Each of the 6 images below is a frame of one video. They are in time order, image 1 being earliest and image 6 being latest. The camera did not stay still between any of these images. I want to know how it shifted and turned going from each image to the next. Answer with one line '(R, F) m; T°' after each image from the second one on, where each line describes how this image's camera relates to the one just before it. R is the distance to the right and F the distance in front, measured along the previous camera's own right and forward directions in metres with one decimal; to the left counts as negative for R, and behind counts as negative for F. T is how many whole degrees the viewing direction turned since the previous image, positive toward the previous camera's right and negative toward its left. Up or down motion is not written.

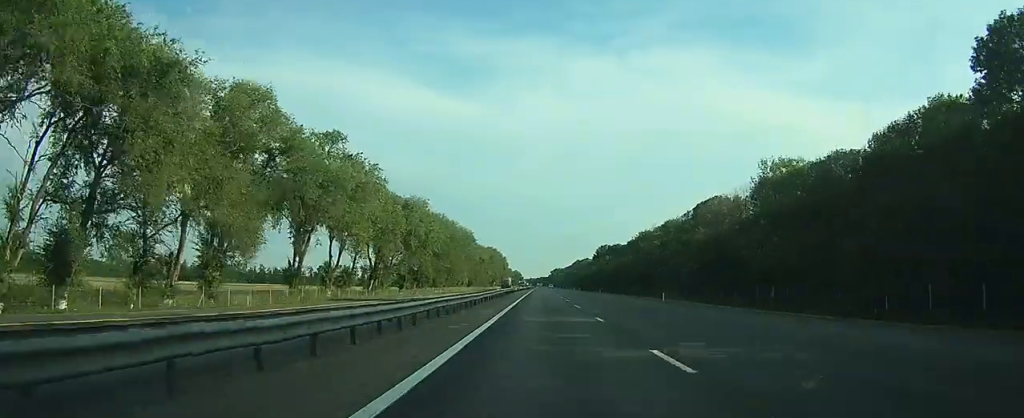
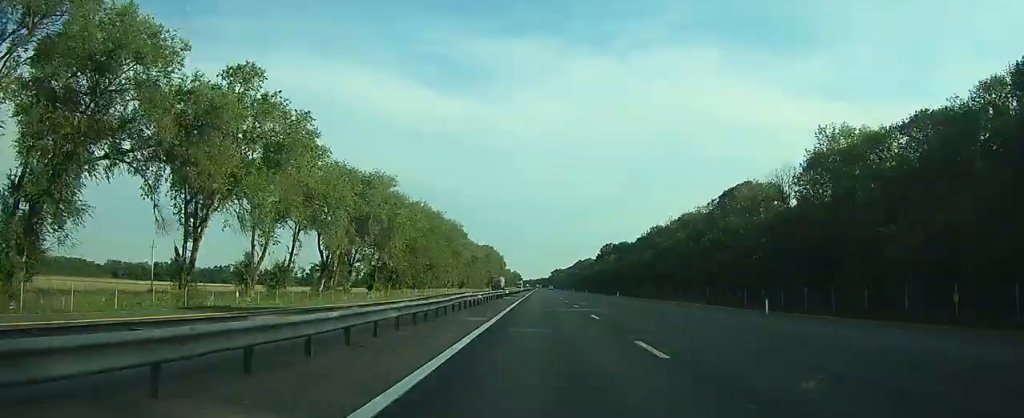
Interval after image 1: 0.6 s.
(-0.1, +26.8) m; 0°
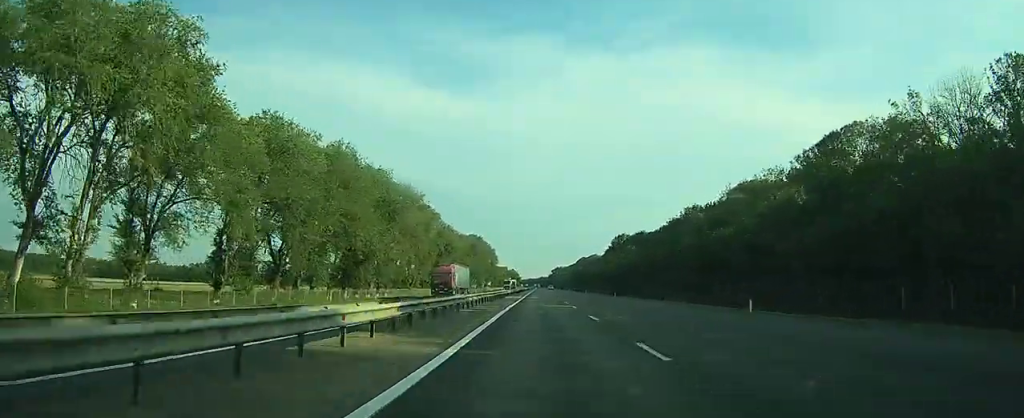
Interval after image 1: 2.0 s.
(+0.2, +53.8) m; 0°
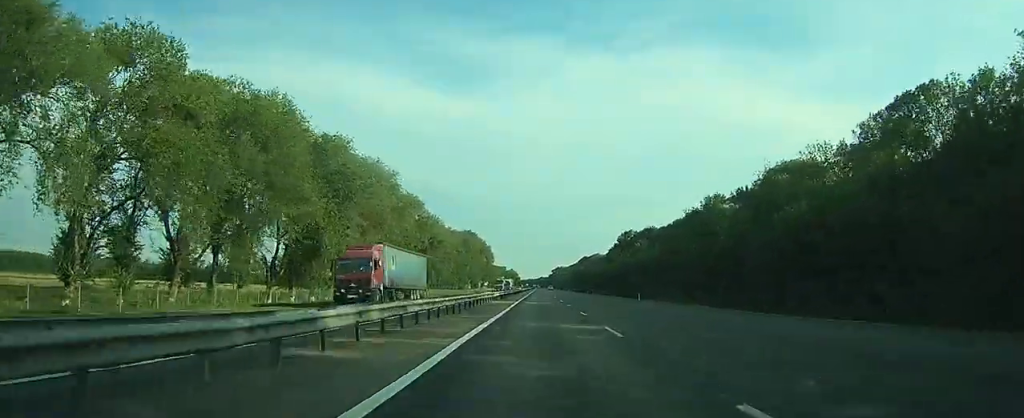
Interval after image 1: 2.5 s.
(0.0, +20.0) m; 0°
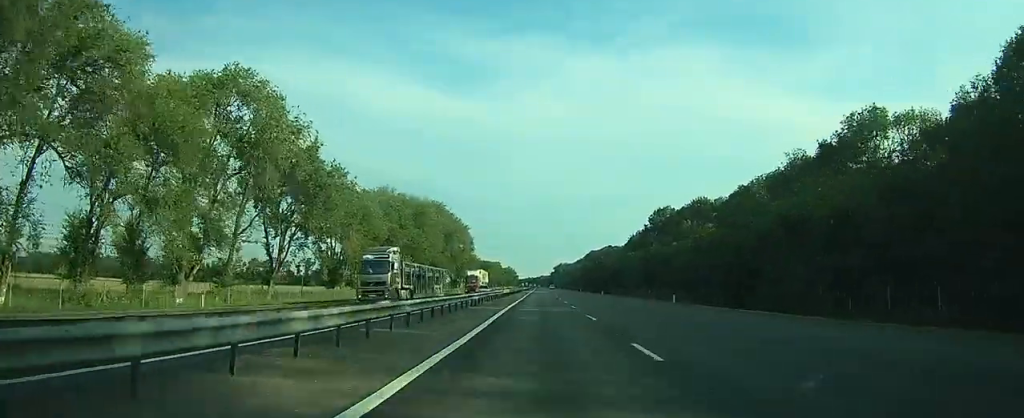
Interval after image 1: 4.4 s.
(0.0, +65.7) m; 0°
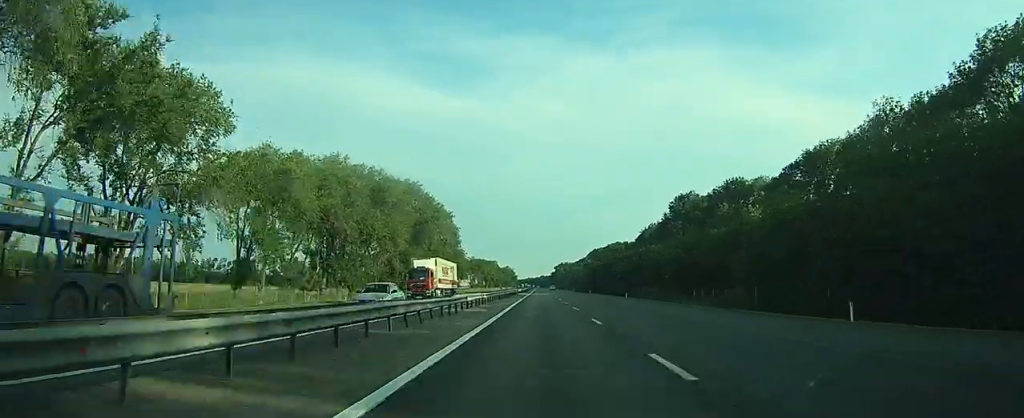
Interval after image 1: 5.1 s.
(0.0, +25.6) m; 0°
